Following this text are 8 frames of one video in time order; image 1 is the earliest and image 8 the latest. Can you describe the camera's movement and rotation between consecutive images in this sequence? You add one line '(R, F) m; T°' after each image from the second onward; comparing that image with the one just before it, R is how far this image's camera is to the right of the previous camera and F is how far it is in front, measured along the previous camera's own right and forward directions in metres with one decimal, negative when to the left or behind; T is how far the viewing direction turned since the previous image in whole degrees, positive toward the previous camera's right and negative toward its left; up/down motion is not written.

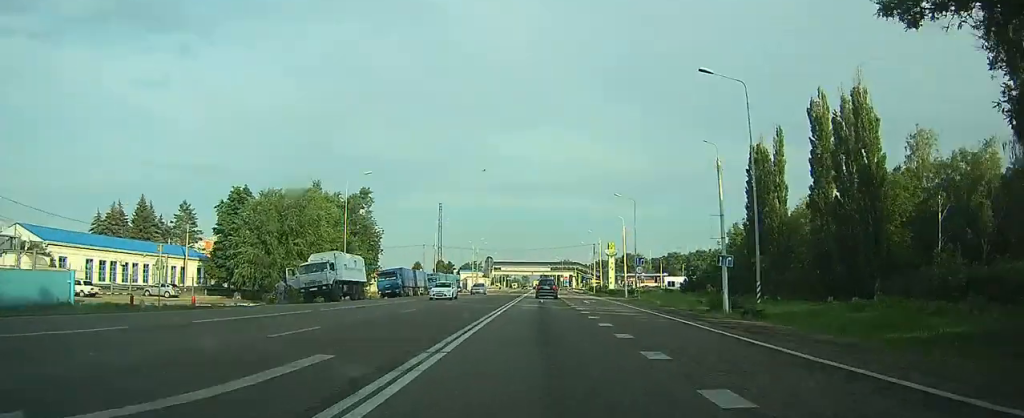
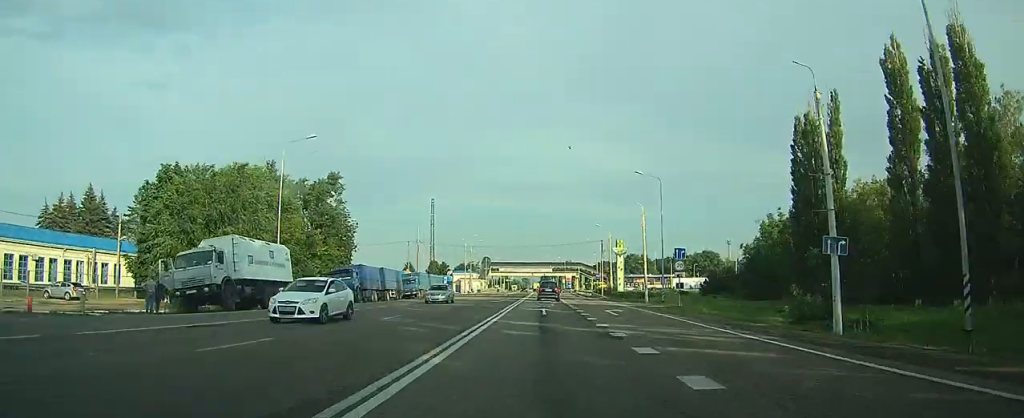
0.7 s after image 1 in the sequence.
(+0.4, +15.6) m; +1°
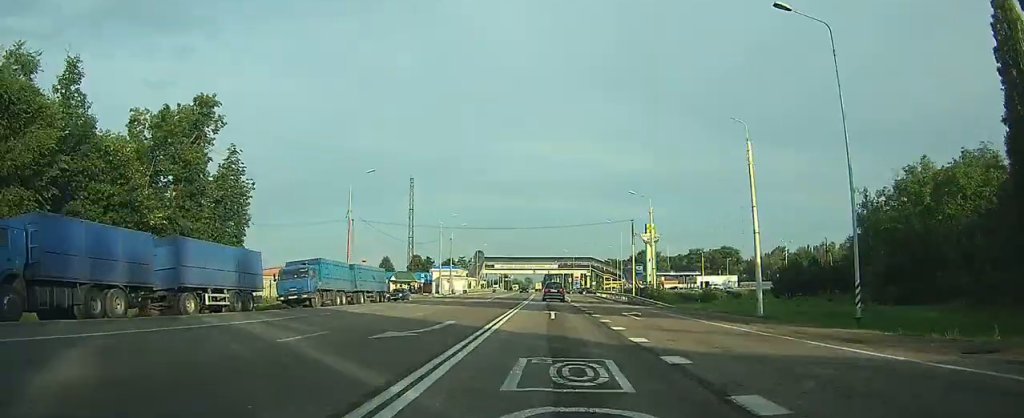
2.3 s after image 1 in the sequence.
(+0.2, +33.3) m; 0°
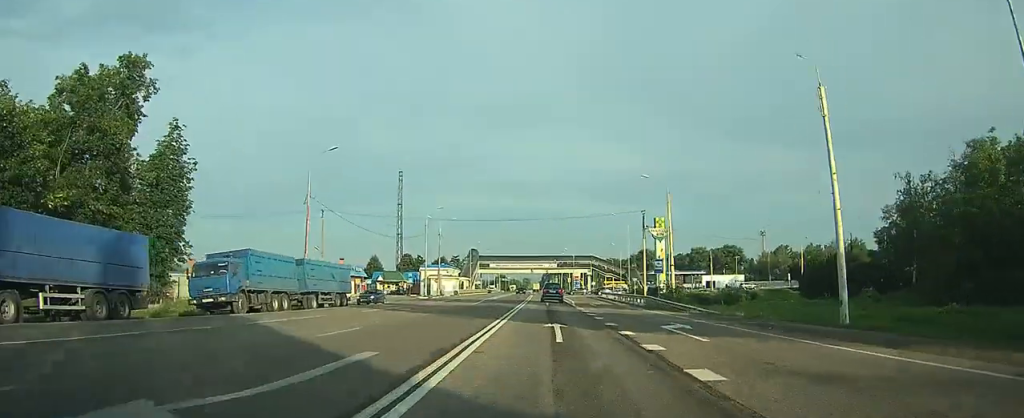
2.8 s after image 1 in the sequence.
(0.0, +9.0) m; 0°
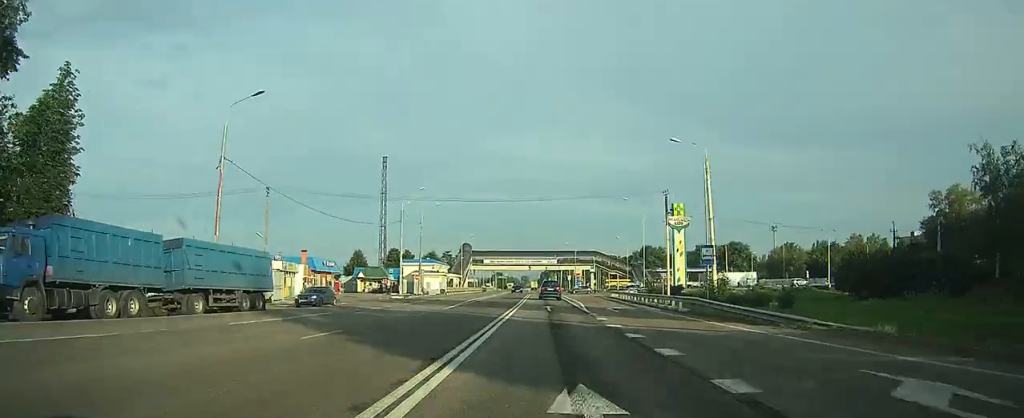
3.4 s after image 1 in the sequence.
(0.0, +11.8) m; 0°
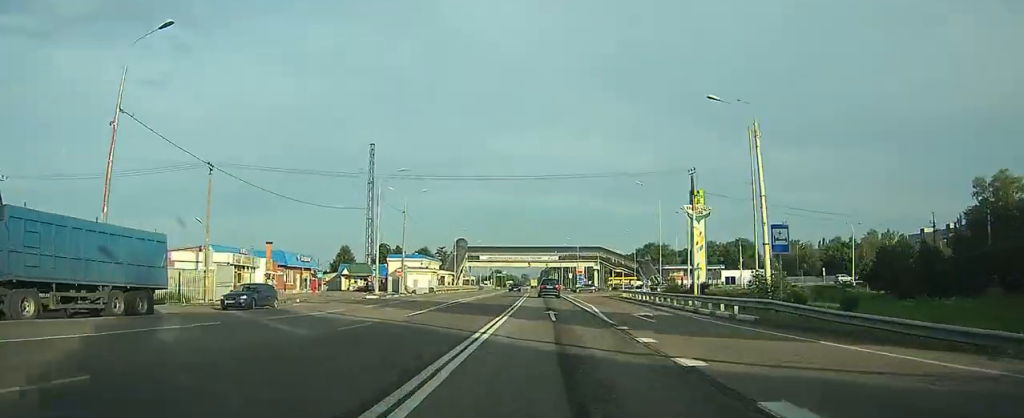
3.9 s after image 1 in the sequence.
(0.0, +8.5) m; 0°
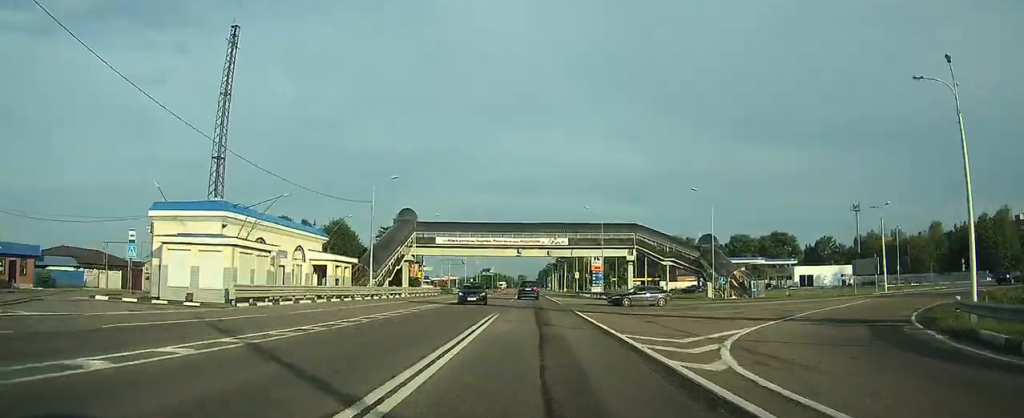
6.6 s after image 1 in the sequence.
(0.0, +52.1) m; 0°
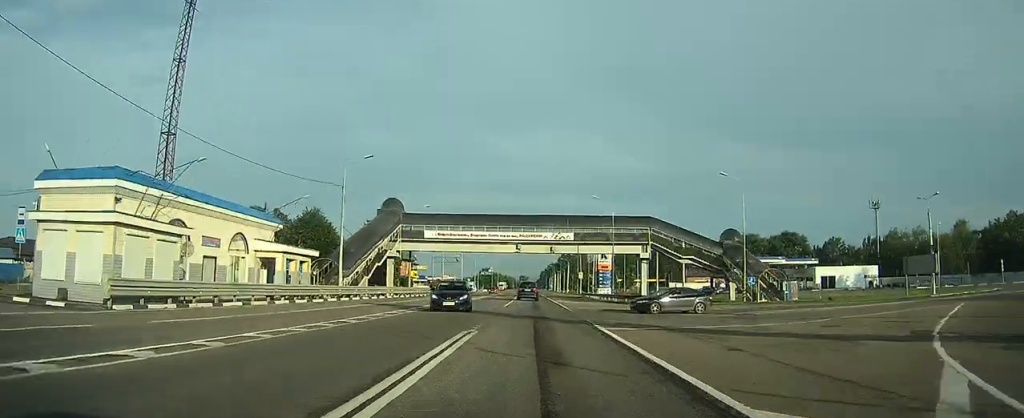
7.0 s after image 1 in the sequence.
(0.0, +10.8) m; 0°
